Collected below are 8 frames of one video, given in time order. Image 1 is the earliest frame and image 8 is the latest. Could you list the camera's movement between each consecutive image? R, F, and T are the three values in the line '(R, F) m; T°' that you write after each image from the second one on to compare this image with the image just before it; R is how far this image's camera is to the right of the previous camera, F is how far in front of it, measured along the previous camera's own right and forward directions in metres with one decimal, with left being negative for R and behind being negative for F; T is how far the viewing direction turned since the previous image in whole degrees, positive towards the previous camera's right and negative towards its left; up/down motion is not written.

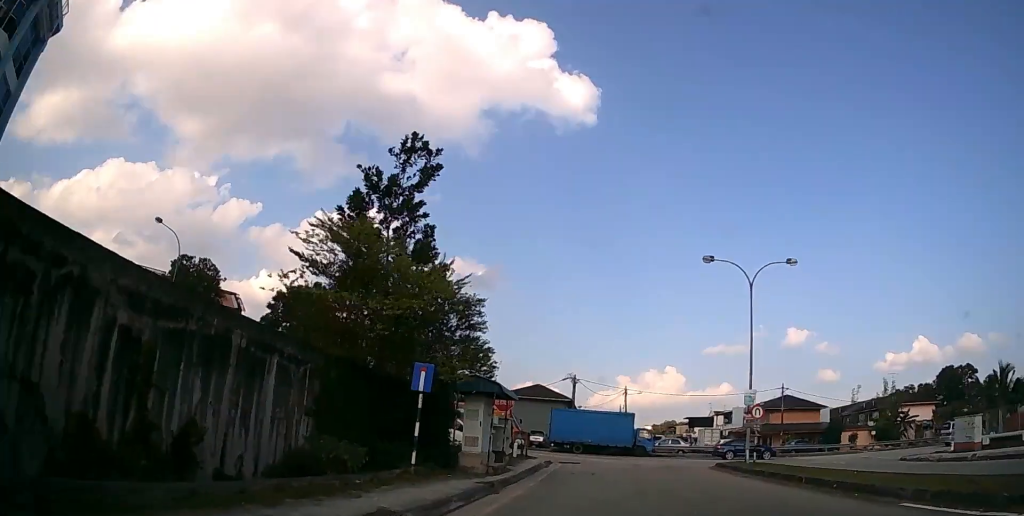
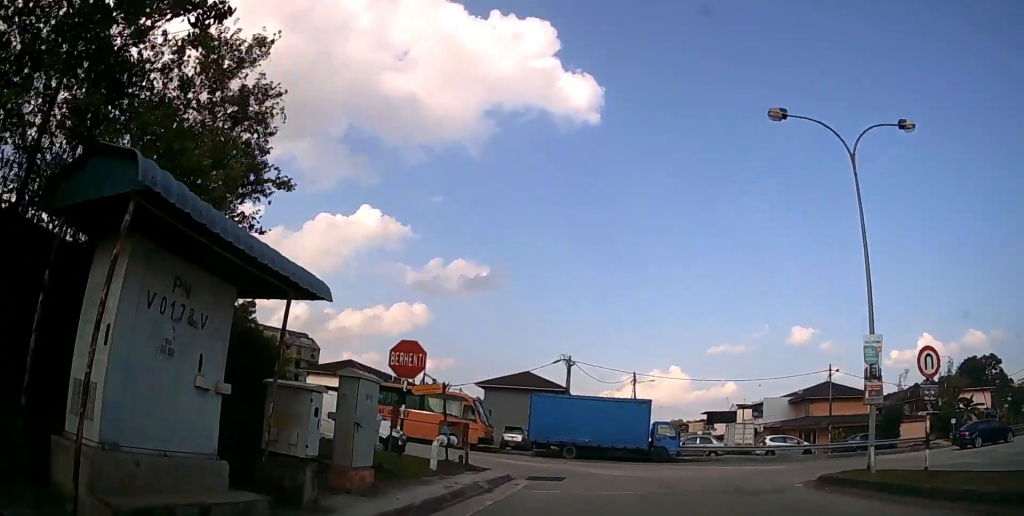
(0.0, +13.6) m; 0°
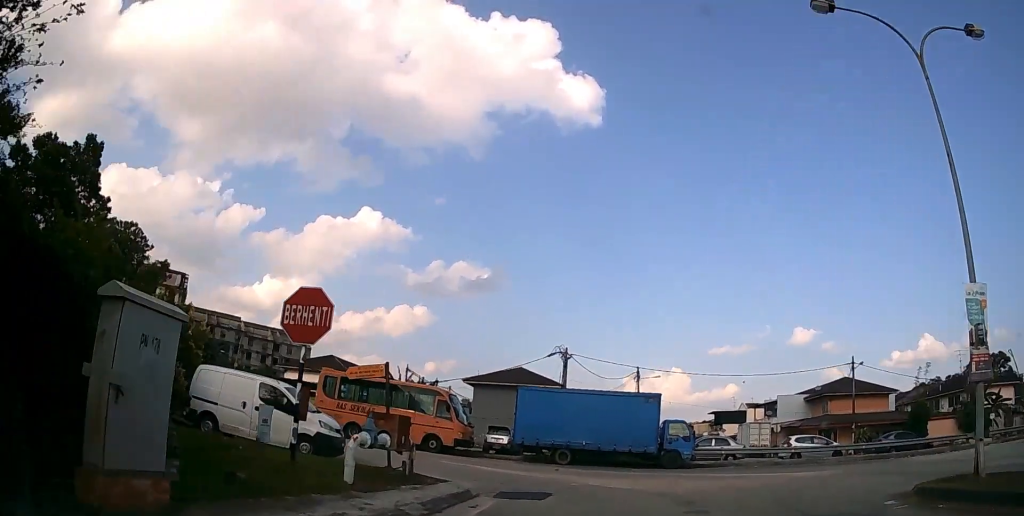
(0.0, +5.1) m; 0°
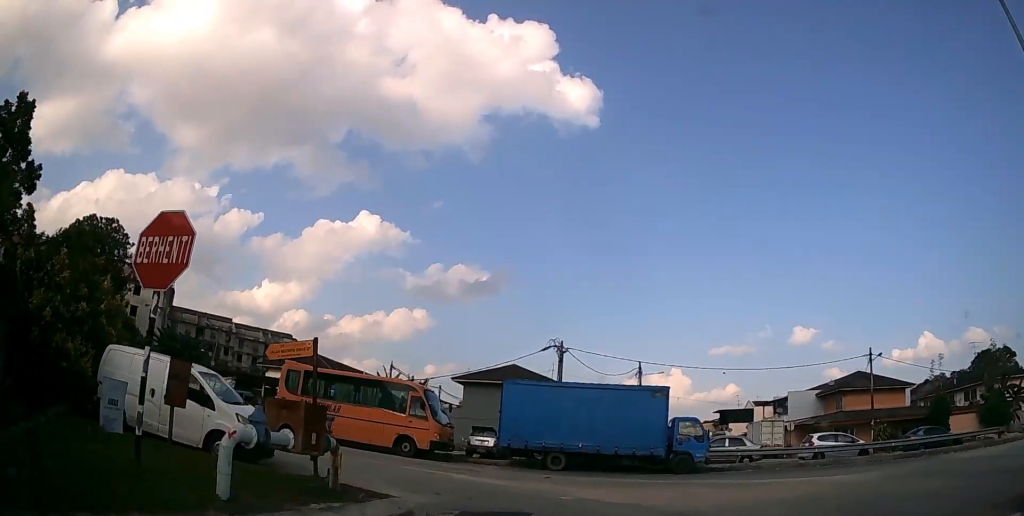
(0.0, +3.8) m; 0°
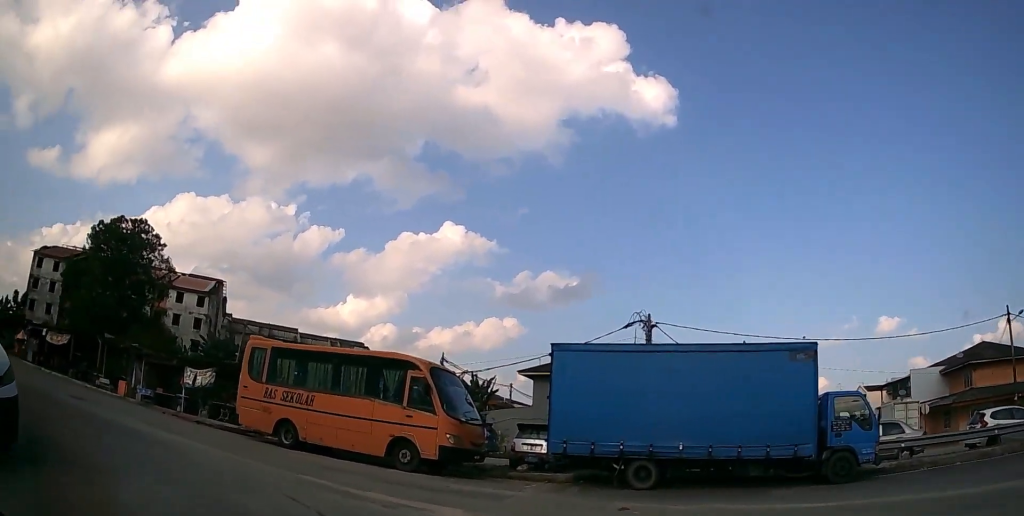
(-0.2, +8.2) m; -12°
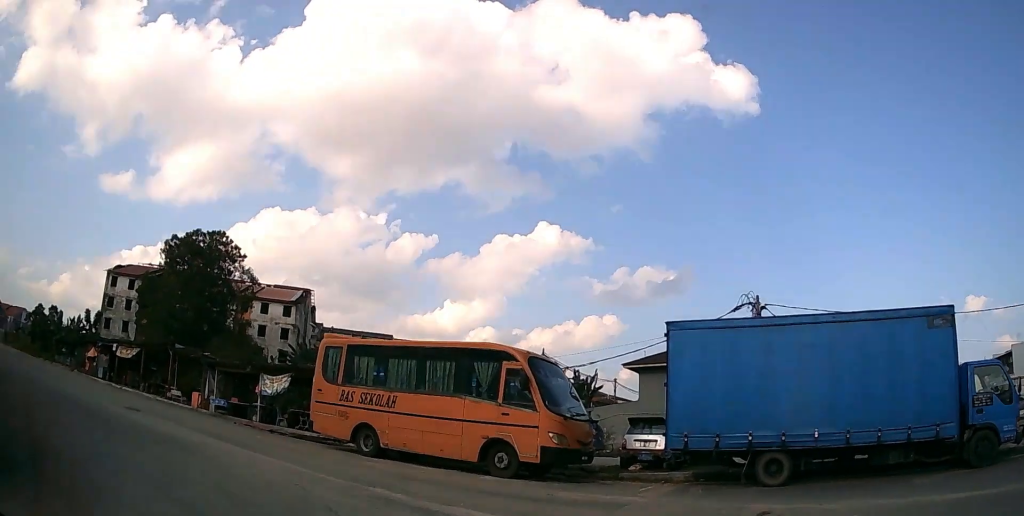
(-0.3, +1.6) m; -12°
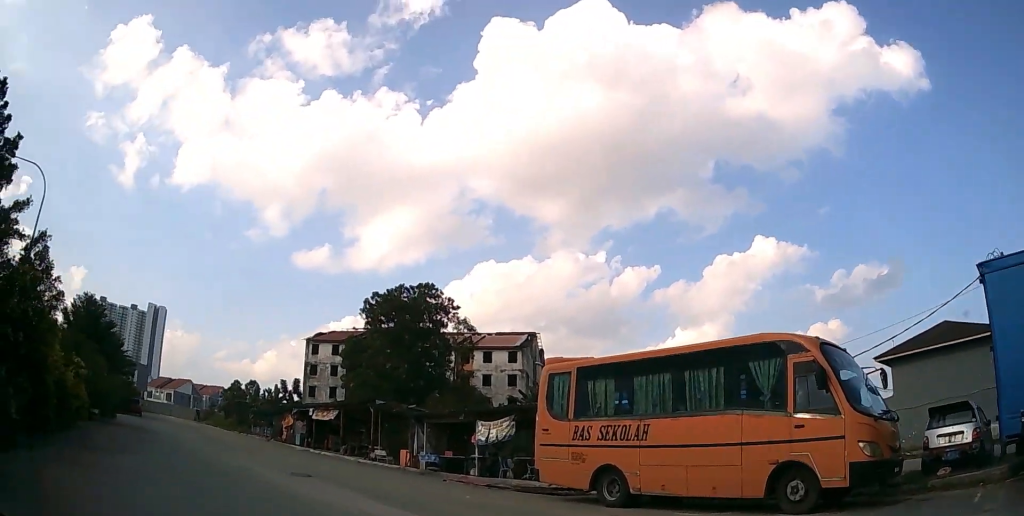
(-0.8, +3.4) m; -29°
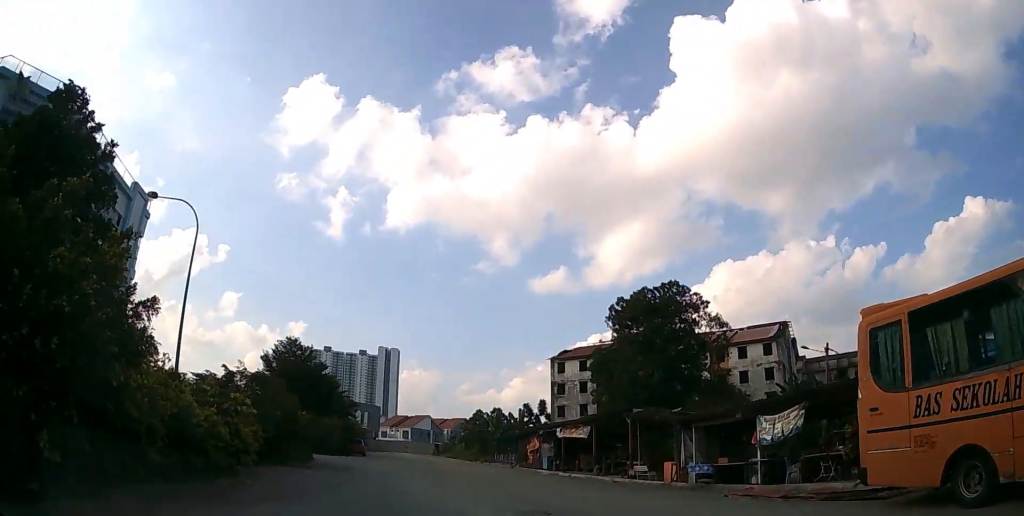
(-1.0, +3.7) m; -25°
